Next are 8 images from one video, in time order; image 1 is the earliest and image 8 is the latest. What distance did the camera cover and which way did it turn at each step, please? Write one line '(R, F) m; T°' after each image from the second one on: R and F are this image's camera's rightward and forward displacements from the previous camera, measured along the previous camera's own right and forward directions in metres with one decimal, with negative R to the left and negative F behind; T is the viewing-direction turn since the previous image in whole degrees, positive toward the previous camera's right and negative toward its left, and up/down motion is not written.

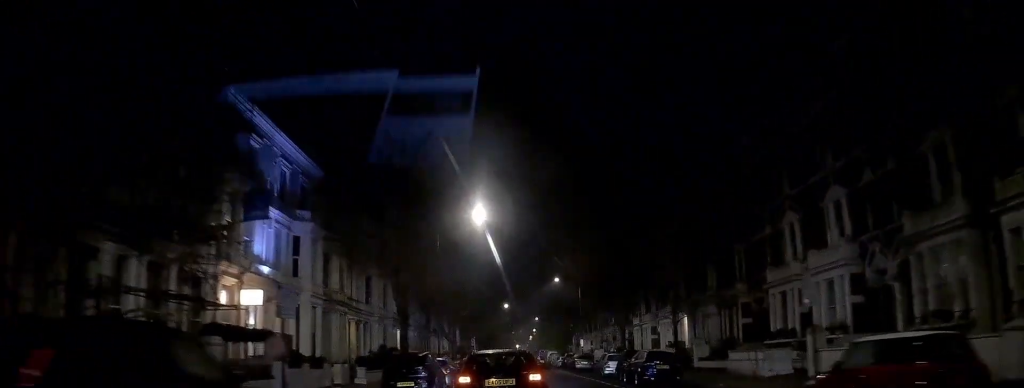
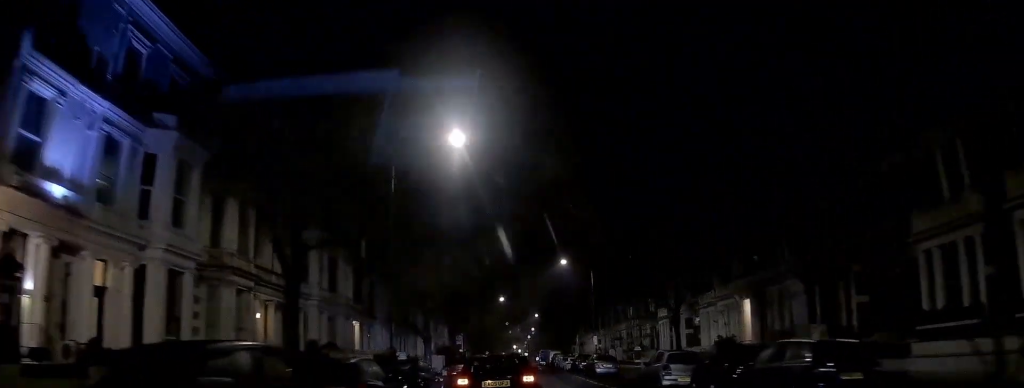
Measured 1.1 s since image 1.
(+0.1, +13.9) m; +1°
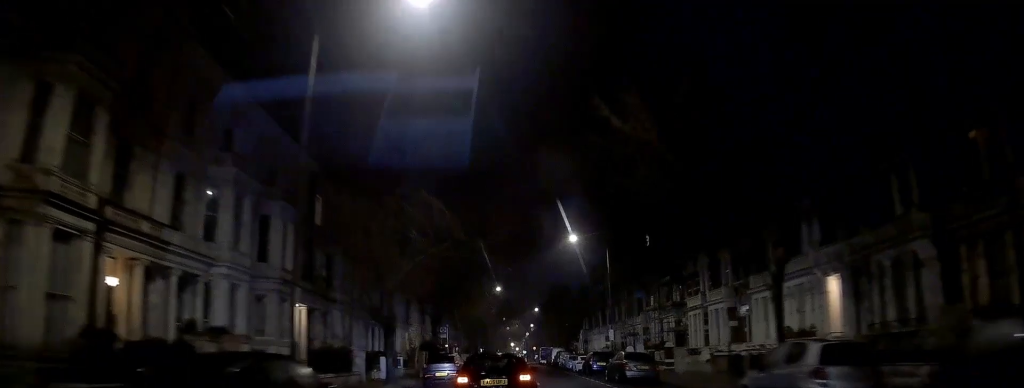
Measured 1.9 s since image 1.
(0.0, +10.7) m; 0°
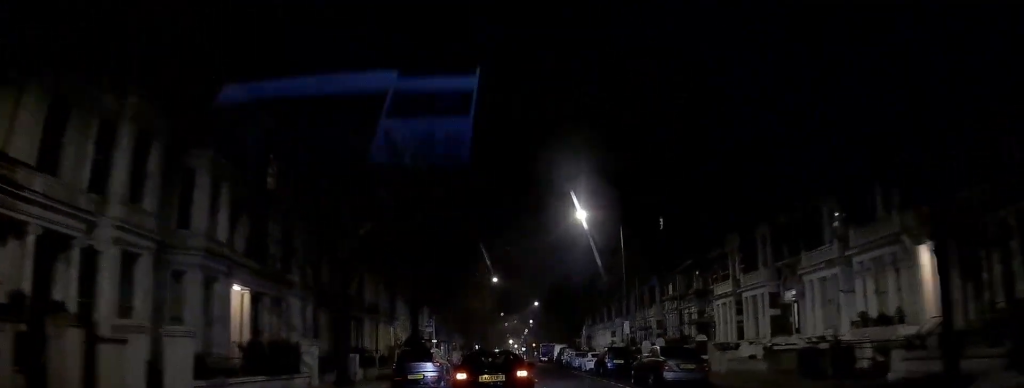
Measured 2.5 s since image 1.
(0.0, +6.9) m; 0°
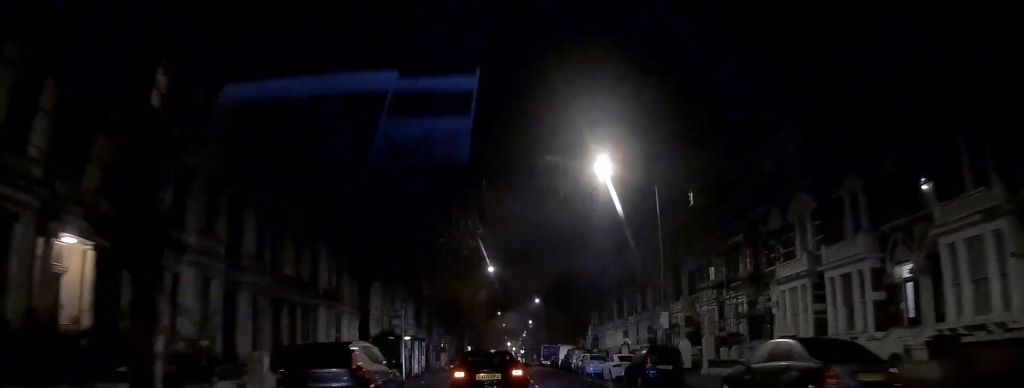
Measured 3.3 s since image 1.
(0.0, +10.5) m; 0°
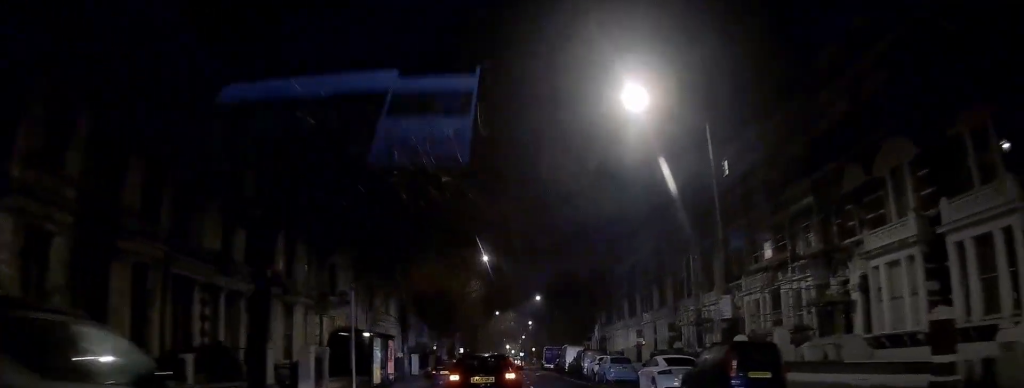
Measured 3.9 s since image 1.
(0.0, +8.9) m; +1°
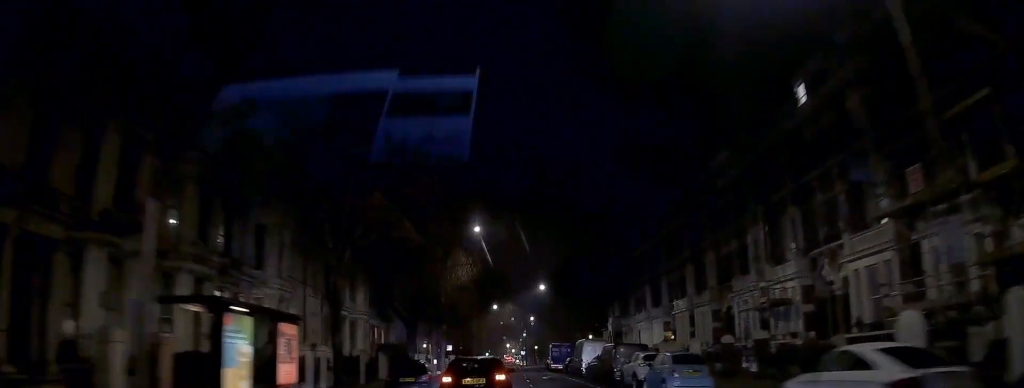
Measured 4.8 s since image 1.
(+0.2, +12.1) m; 0°
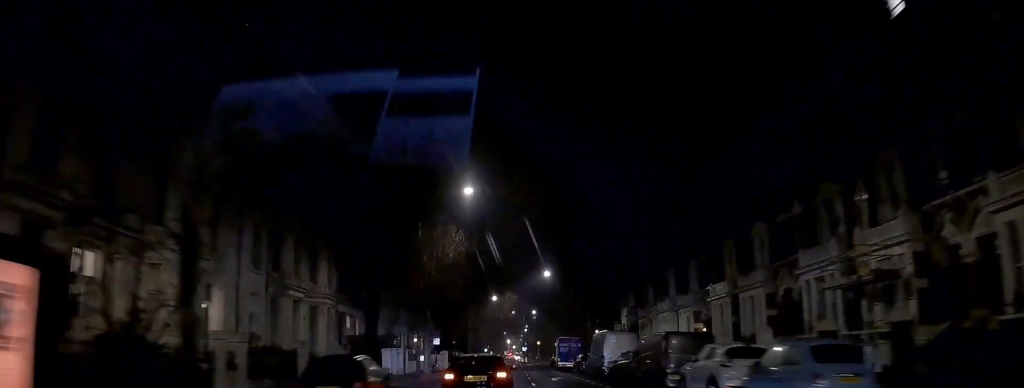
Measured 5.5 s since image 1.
(0.0, +9.0) m; 0°
